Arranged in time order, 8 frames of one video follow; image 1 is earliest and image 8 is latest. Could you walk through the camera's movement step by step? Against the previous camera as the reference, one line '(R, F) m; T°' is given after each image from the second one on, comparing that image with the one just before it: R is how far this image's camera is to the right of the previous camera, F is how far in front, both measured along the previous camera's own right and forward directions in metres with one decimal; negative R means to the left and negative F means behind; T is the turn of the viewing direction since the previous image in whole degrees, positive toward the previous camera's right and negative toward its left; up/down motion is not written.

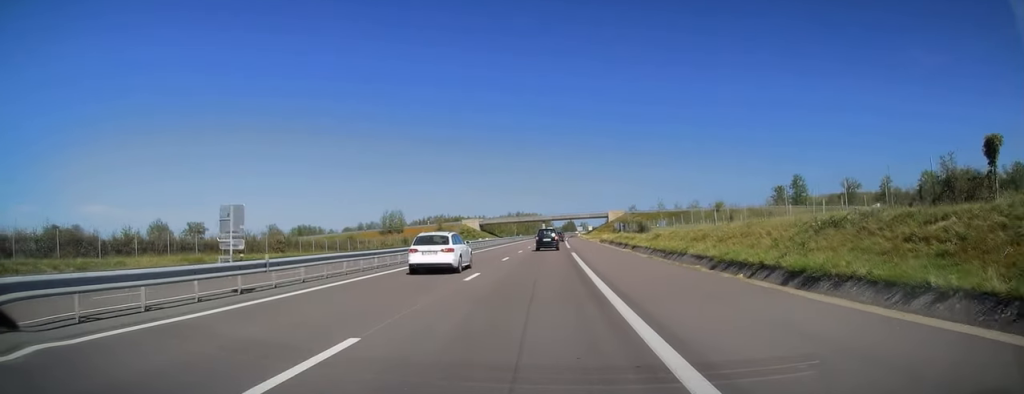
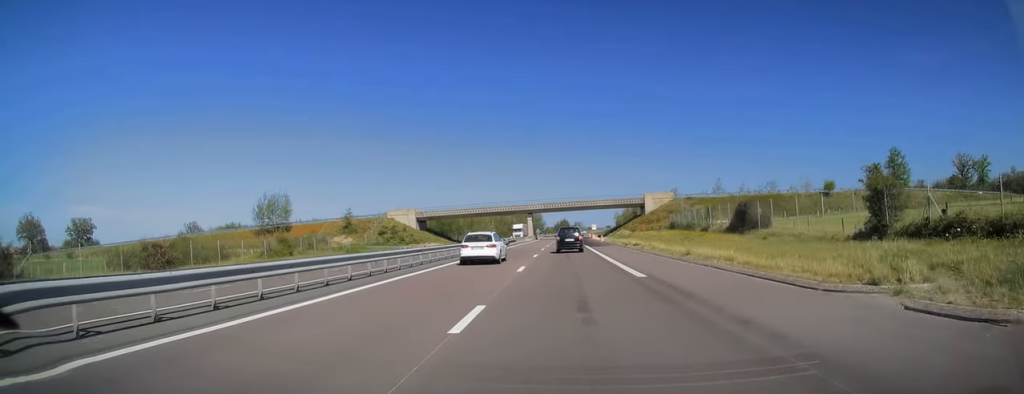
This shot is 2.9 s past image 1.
(+0.3, +87.0) m; +1°
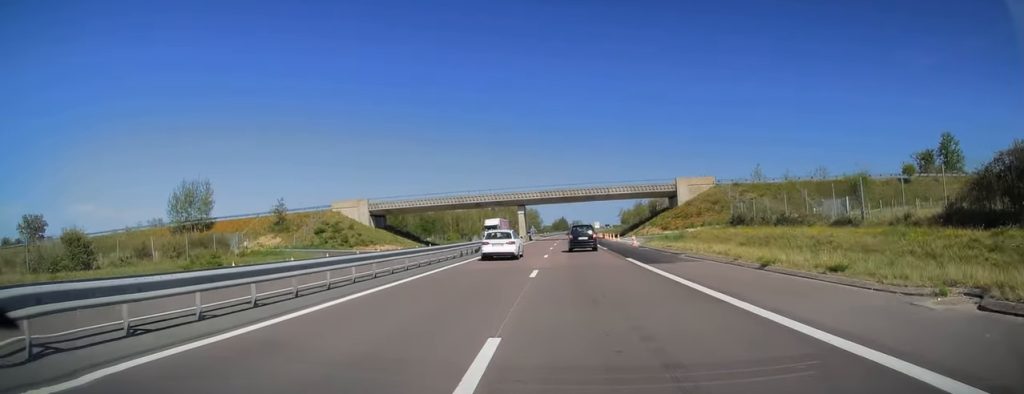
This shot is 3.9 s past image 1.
(0.0, +29.5) m; 0°
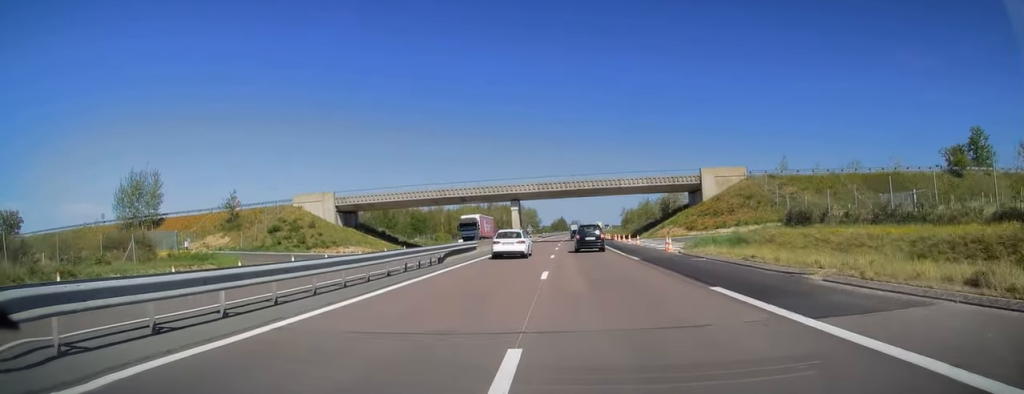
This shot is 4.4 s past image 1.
(-0.2, +13.7) m; 0°
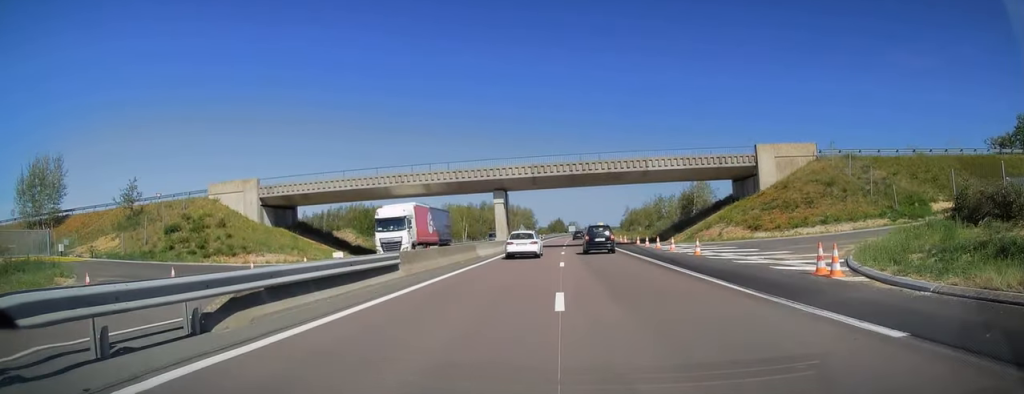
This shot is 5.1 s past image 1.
(+0.3, +19.7) m; +1°
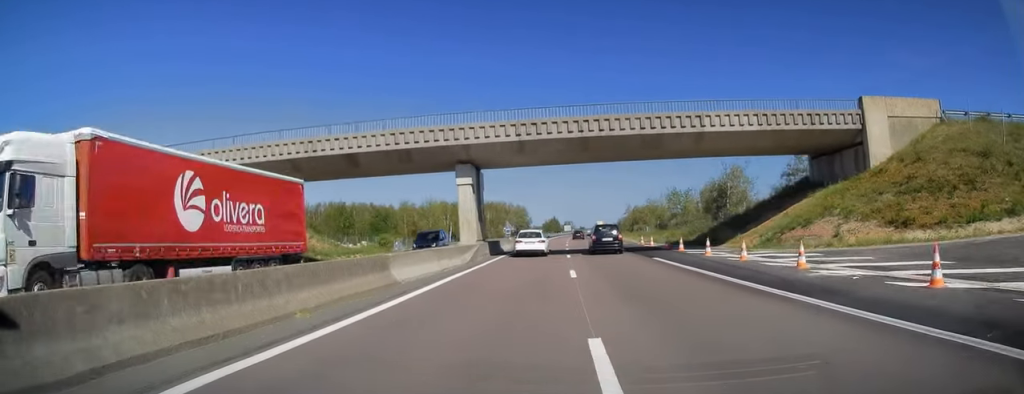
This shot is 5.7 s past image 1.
(+0.2, +18.7) m; +1°
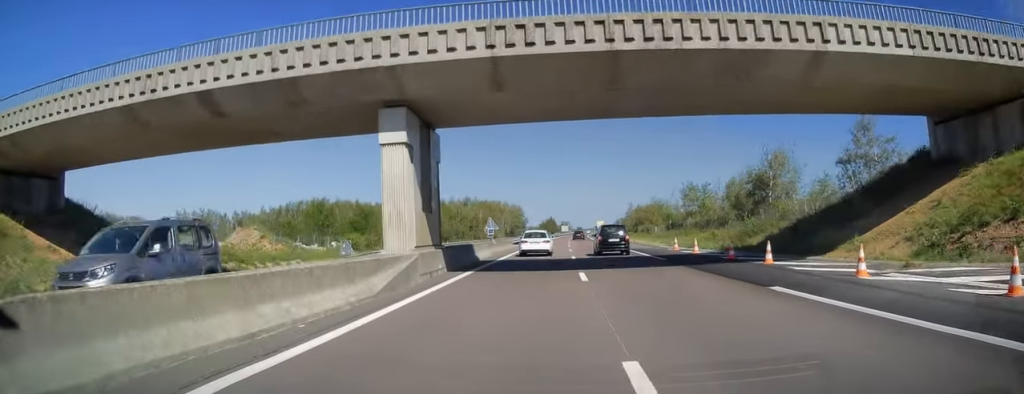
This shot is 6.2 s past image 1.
(+0.1, +14.3) m; 0°
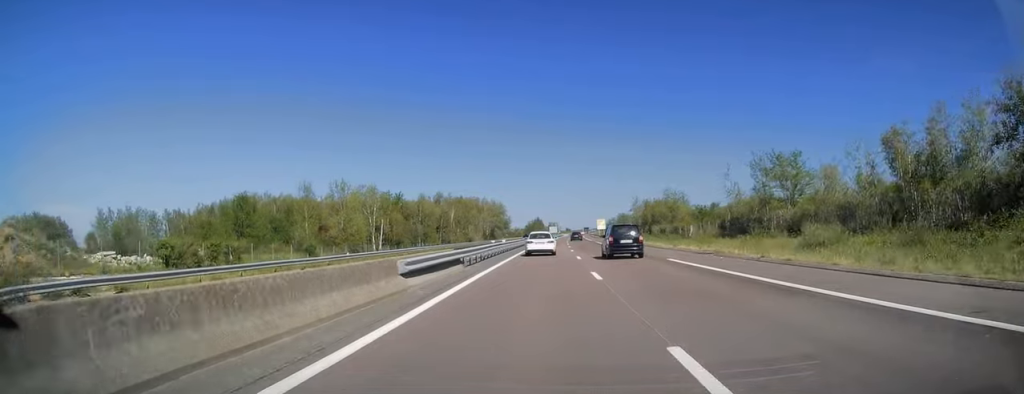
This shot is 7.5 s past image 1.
(+0.1, +38.3) m; 0°
